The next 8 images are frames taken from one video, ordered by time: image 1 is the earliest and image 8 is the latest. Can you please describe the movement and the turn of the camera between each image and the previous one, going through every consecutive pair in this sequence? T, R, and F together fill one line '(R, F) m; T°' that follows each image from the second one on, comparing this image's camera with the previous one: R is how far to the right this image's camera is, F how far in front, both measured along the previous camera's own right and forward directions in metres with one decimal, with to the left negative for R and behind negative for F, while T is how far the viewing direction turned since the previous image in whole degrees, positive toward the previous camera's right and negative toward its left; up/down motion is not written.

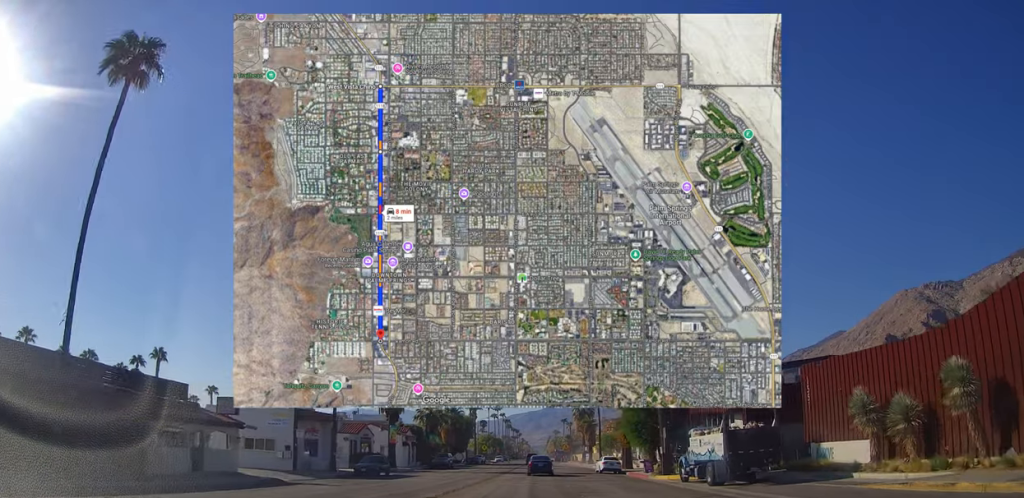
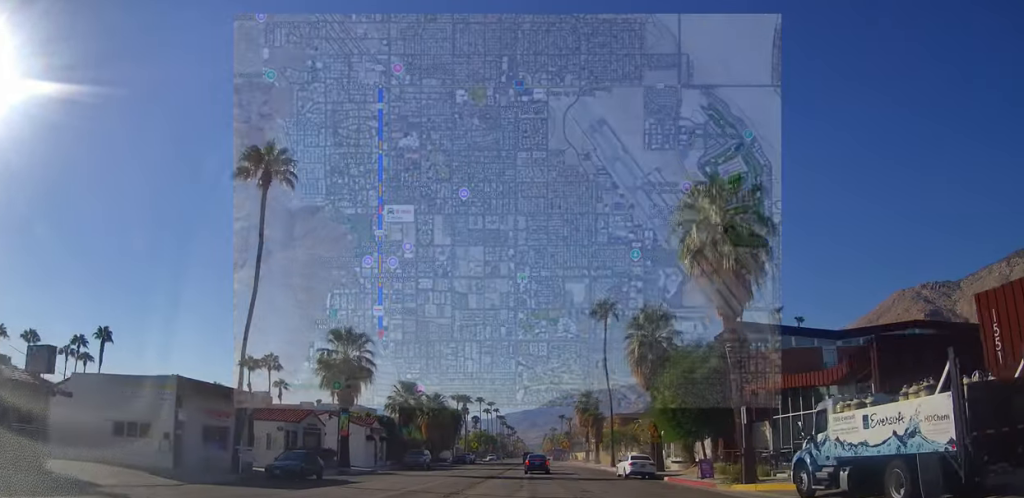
(+0.3, +13.6) m; 0°
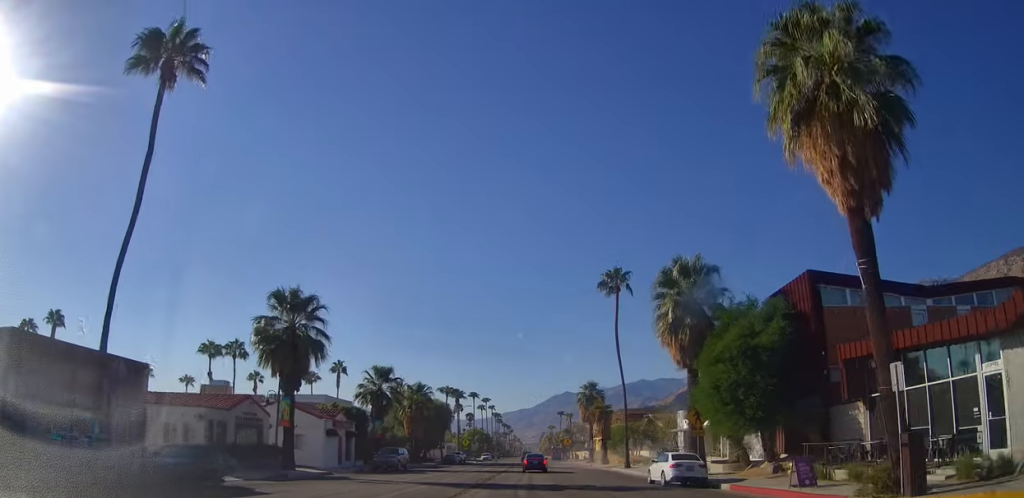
(-0.1, +10.1) m; 0°
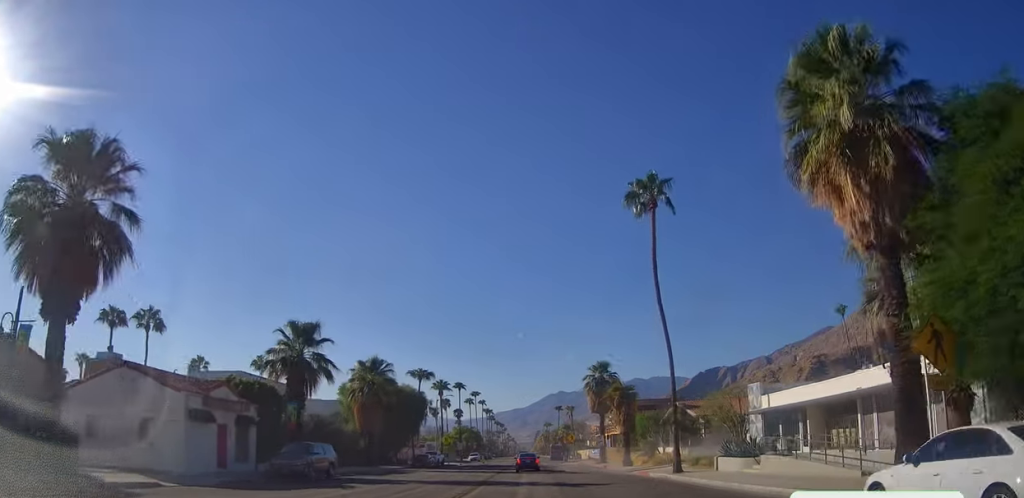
(+0.3, +18.5) m; +3°
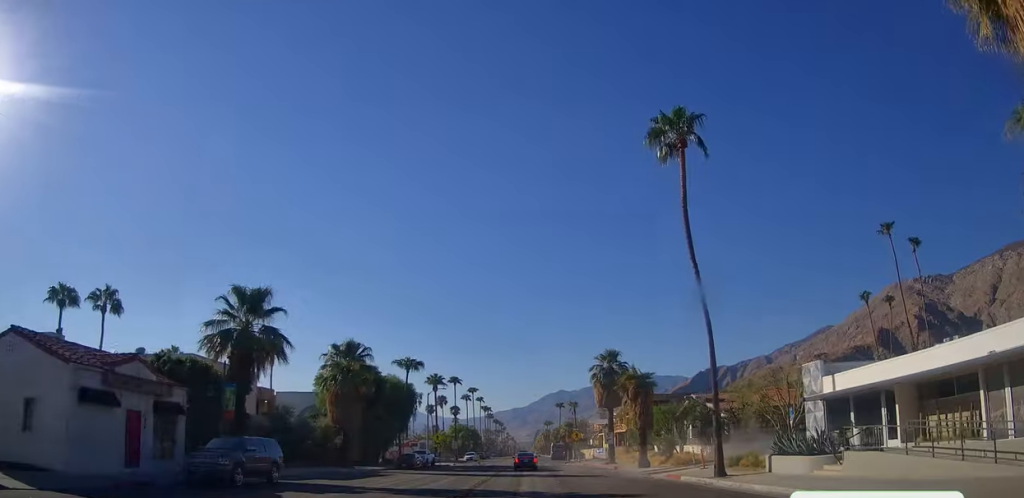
(+0.1, +7.4) m; +1°
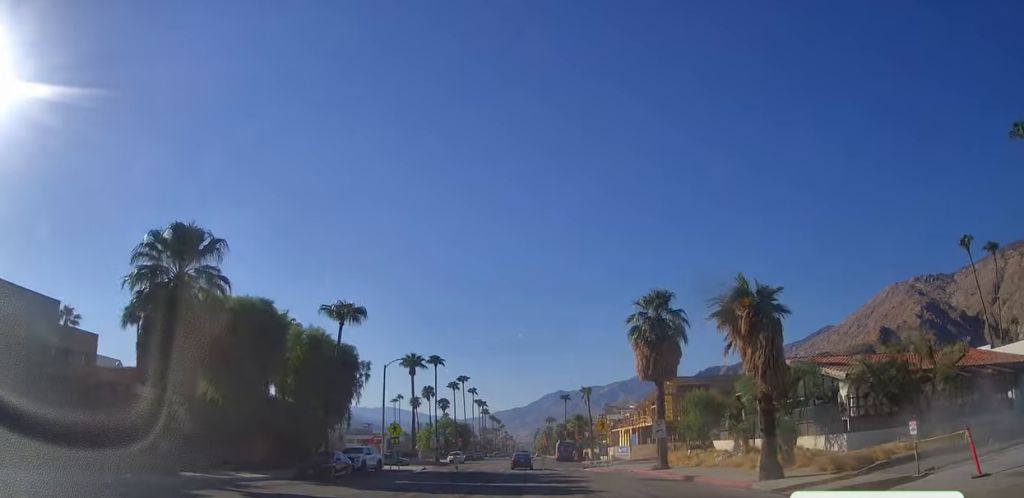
(0.0, +23.7) m; -1°
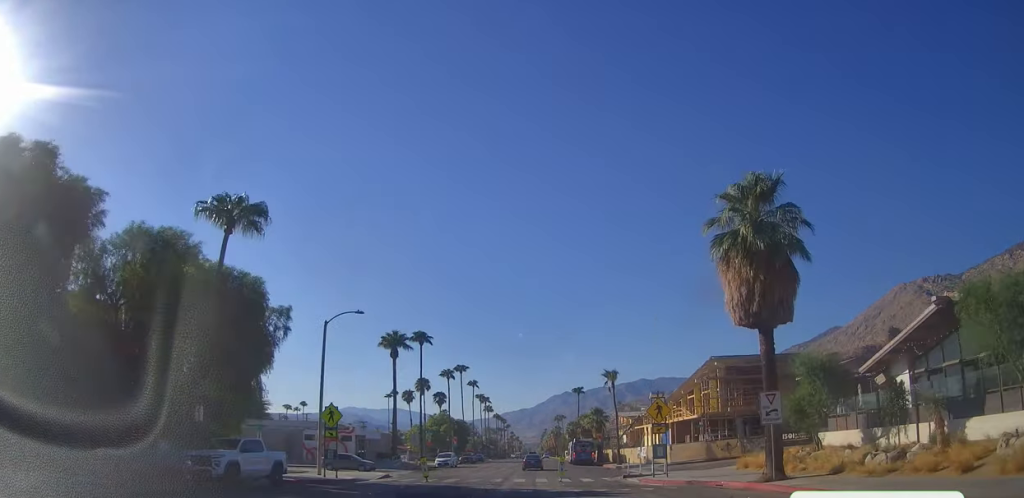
(-0.4, +17.5) m; -2°
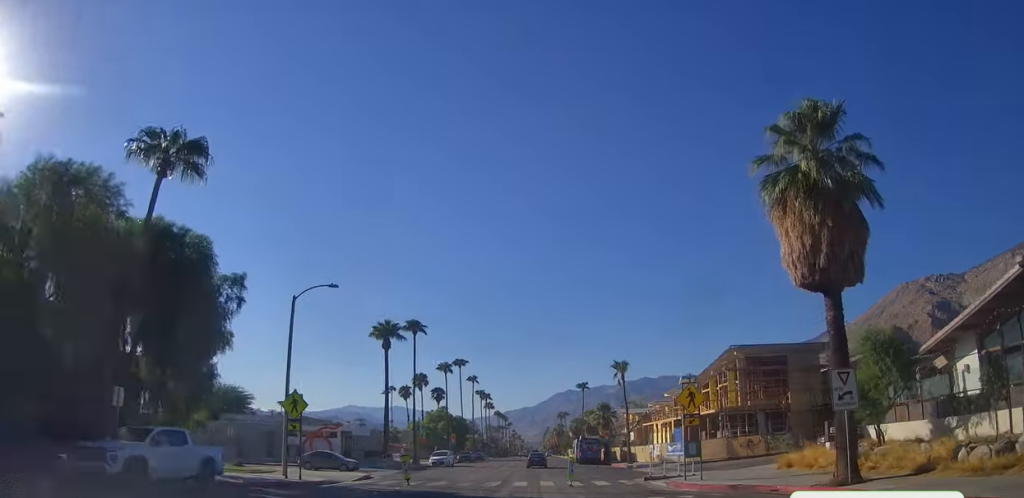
(-0.1, +5.4) m; 0°
